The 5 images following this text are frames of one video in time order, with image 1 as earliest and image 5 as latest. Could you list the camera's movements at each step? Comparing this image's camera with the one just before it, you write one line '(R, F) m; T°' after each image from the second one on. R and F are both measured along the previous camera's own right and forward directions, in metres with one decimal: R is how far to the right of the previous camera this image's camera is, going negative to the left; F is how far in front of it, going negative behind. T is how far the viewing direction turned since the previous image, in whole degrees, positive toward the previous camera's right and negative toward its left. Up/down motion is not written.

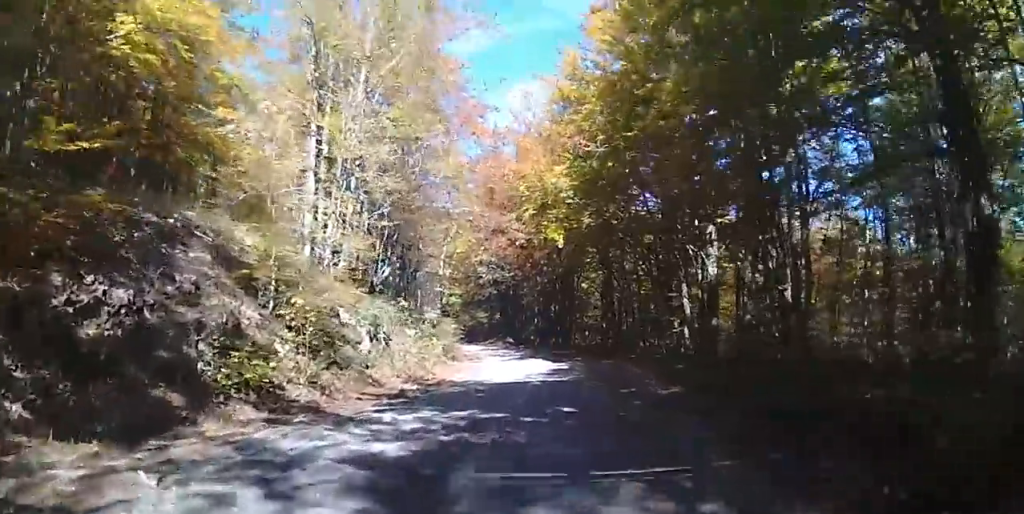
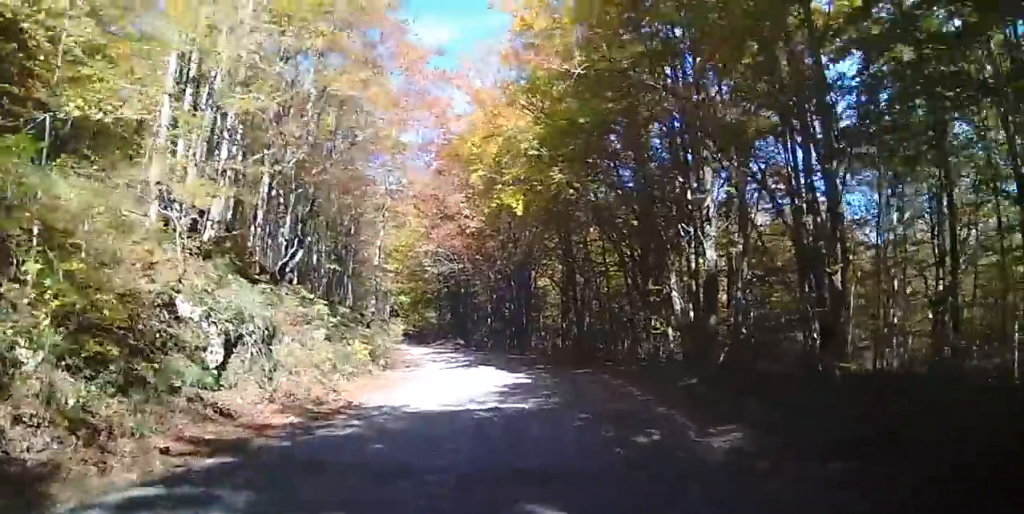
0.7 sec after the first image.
(+0.4, +5.2) m; +3°
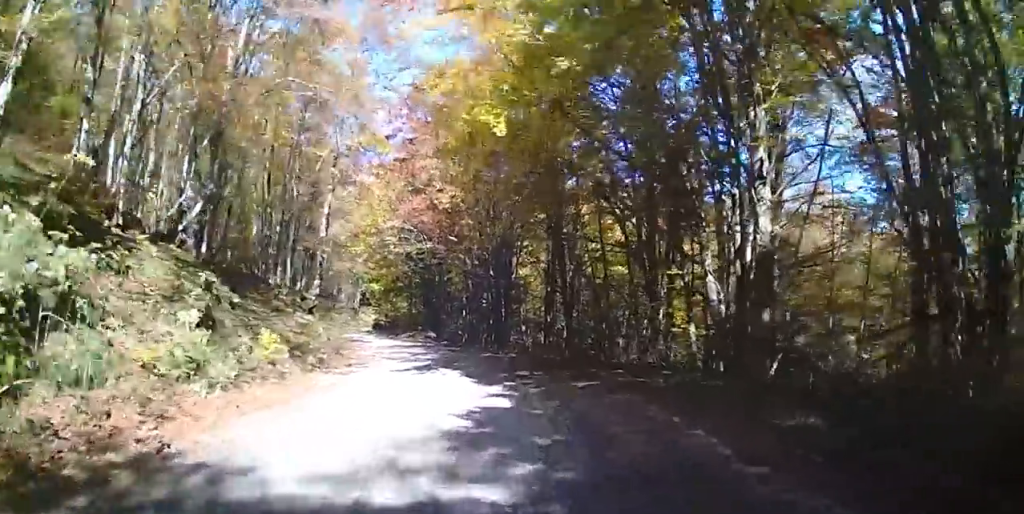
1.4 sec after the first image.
(+0.1, +5.7) m; -1°
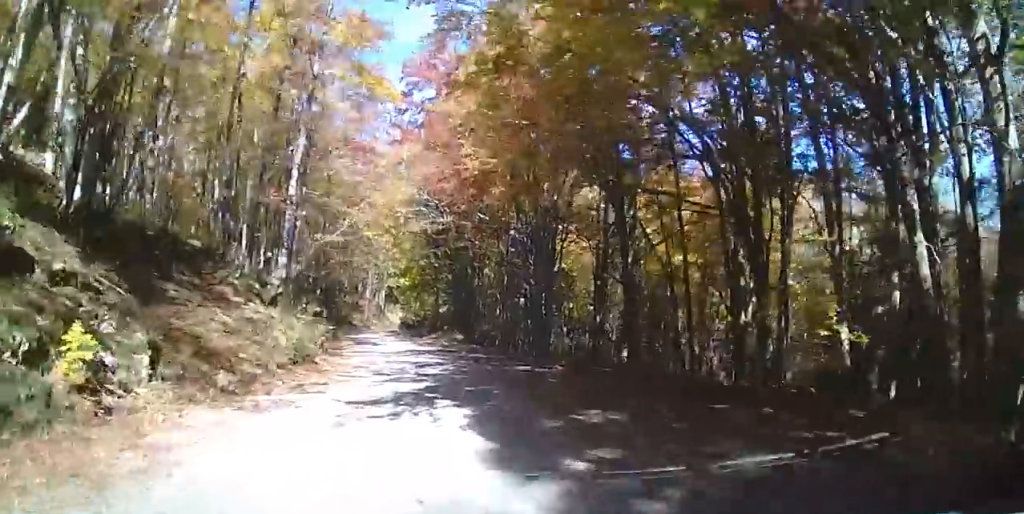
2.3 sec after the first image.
(-0.2, +6.9) m; -6°
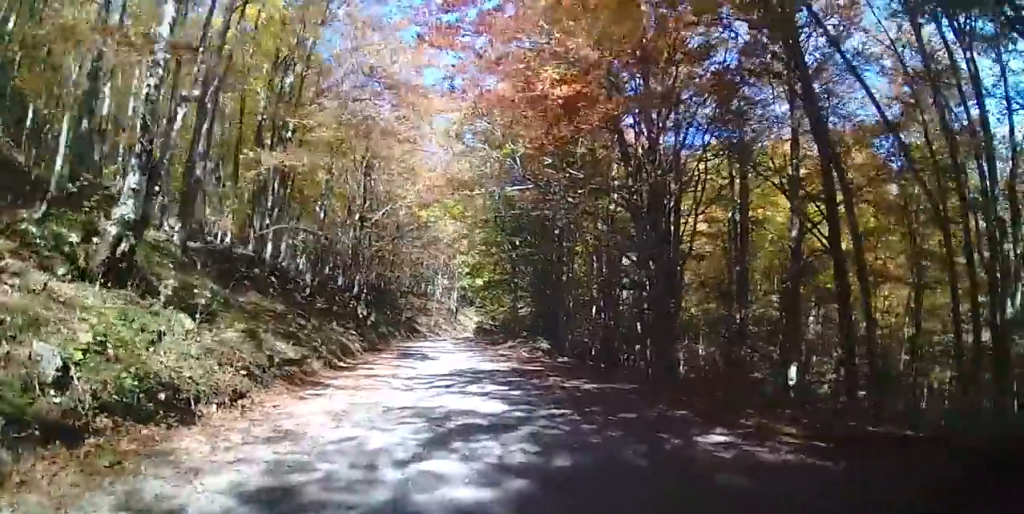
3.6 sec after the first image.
(-0.7, +5.6) m; -2°
